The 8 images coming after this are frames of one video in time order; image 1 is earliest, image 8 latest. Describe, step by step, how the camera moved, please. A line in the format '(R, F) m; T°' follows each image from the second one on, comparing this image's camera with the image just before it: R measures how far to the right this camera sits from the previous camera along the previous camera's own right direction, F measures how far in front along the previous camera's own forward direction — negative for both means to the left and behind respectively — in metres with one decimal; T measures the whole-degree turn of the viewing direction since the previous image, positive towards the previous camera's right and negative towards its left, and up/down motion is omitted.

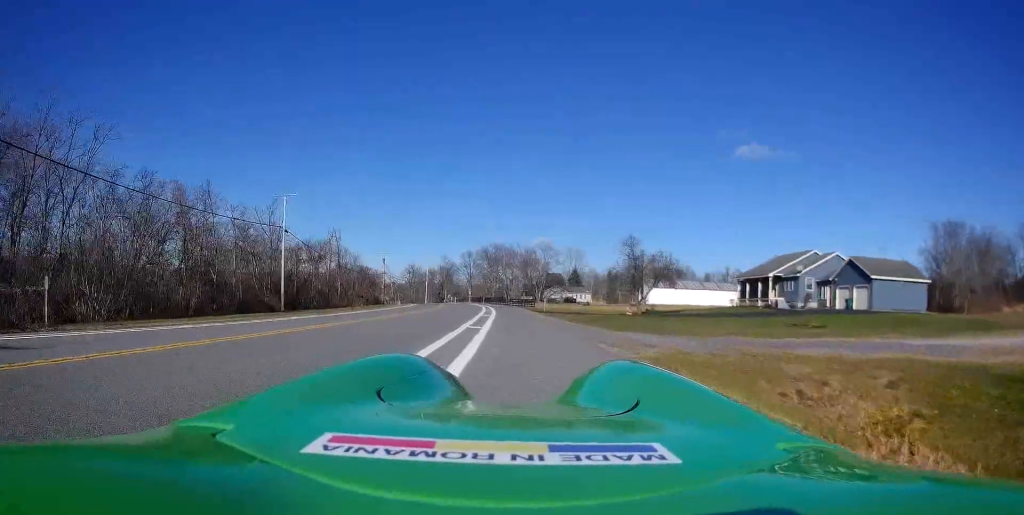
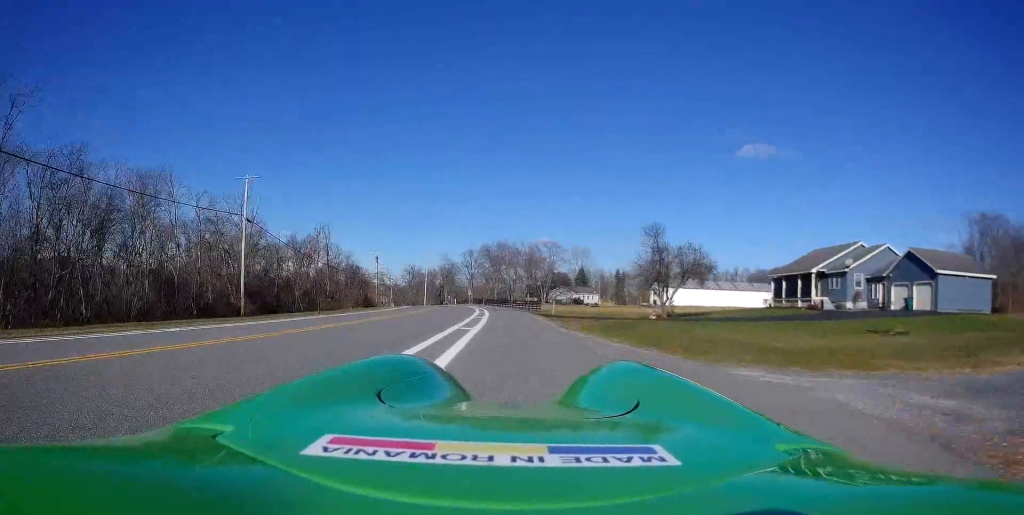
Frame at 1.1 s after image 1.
(+0.2, +9.4) m; +1°
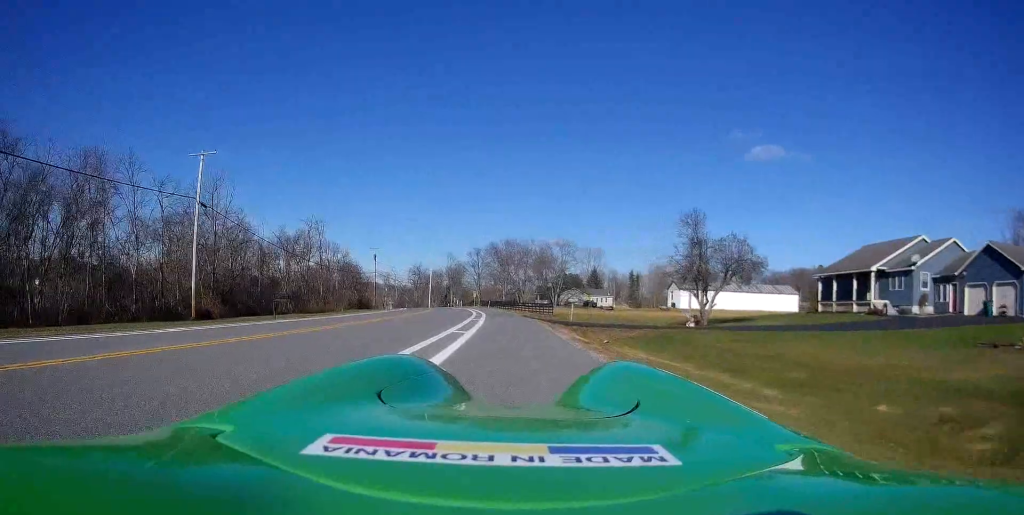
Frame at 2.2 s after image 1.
(0.0, +9.5) m; -1°
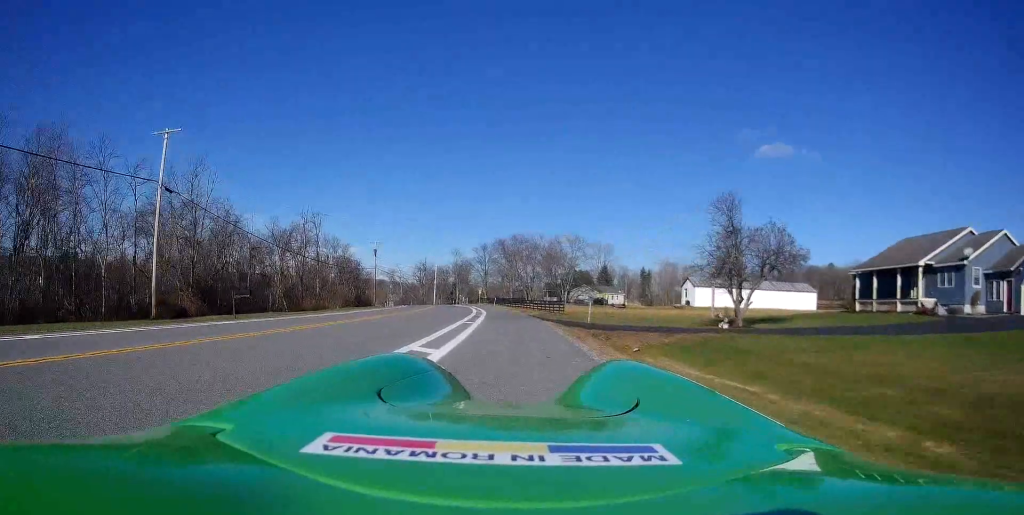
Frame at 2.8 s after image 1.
(0.0, +5.9) m; -1°
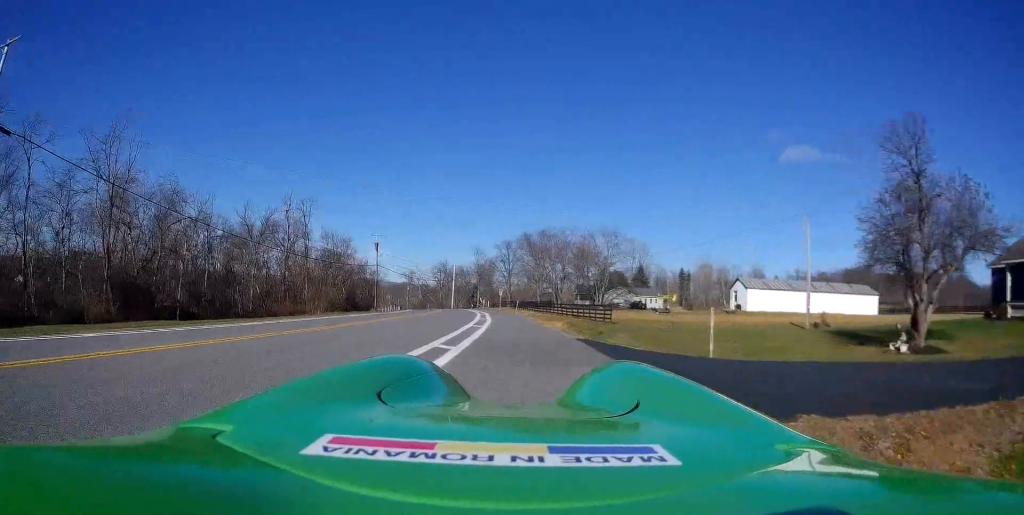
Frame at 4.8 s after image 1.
(+0.1, +16.9) m; +1°
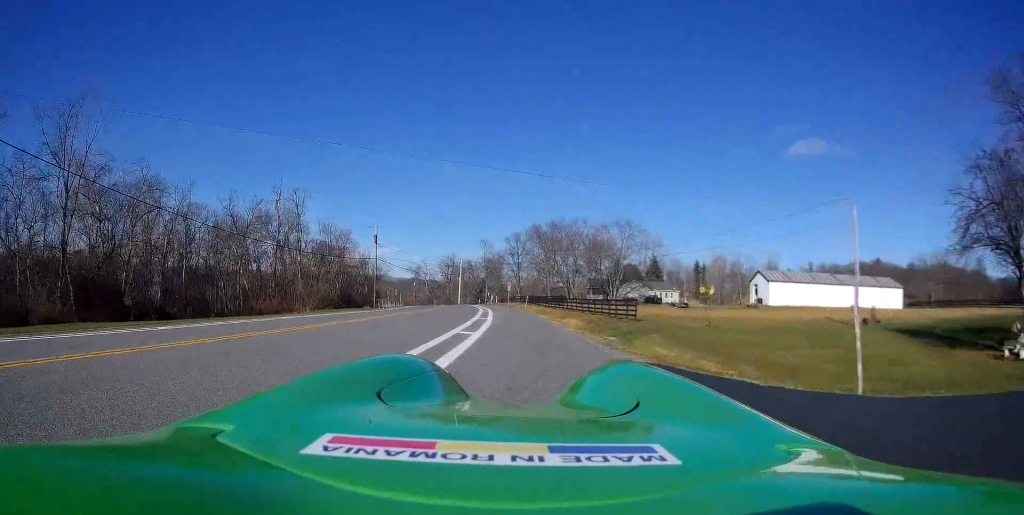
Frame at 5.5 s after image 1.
(-0.2, +6.3) m; -1°
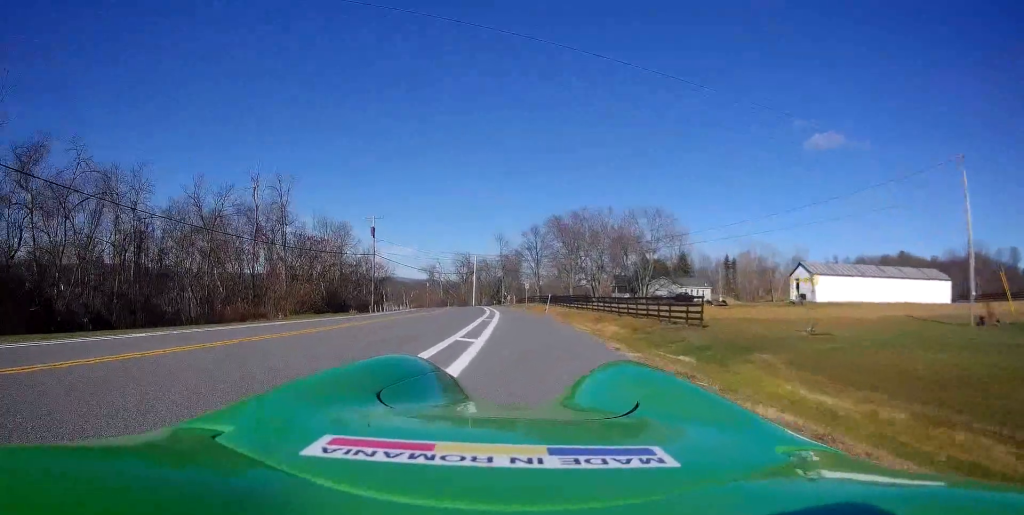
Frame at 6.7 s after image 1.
(0.0, +11.0) m; -4°
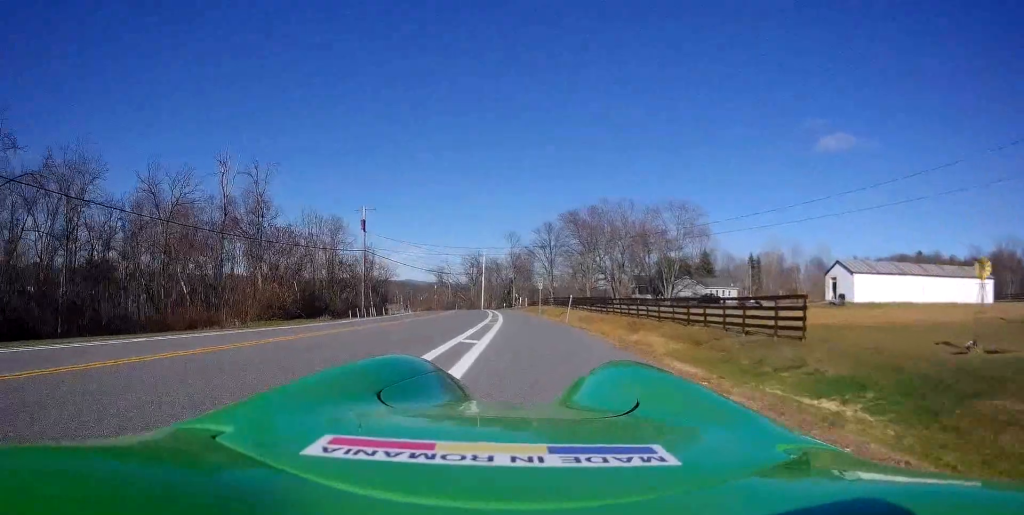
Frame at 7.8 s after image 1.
(-0.6, +9.2) m; -2°
